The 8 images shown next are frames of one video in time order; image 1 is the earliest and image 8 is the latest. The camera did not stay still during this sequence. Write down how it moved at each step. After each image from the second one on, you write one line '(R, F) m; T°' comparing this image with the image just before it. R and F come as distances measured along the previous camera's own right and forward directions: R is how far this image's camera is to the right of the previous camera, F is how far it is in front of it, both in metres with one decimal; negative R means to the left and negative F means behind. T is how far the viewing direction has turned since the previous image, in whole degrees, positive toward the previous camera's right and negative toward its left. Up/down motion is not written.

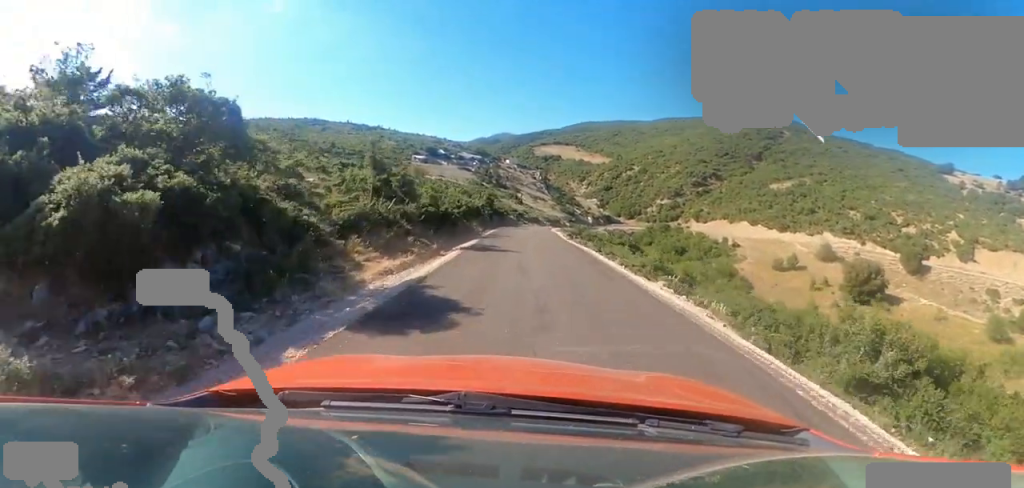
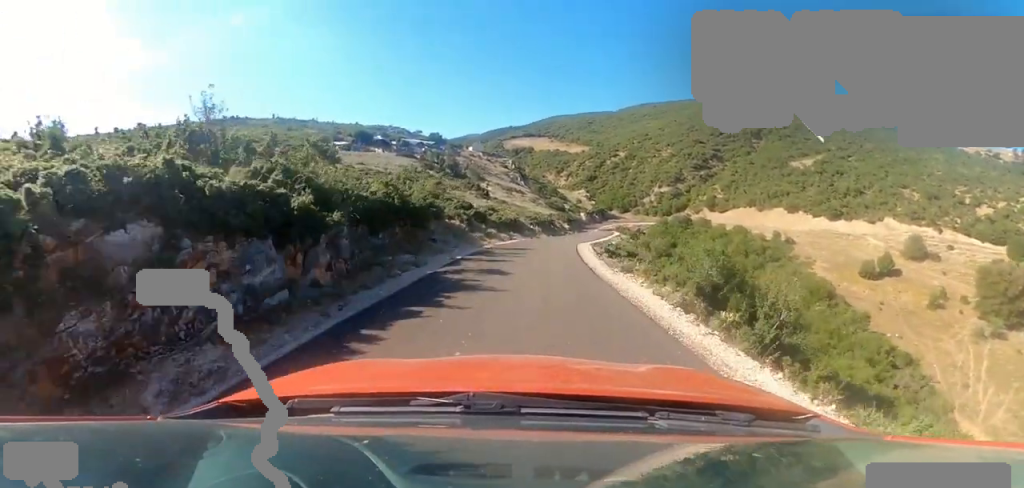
(-2.9, +32.0) m; -5°
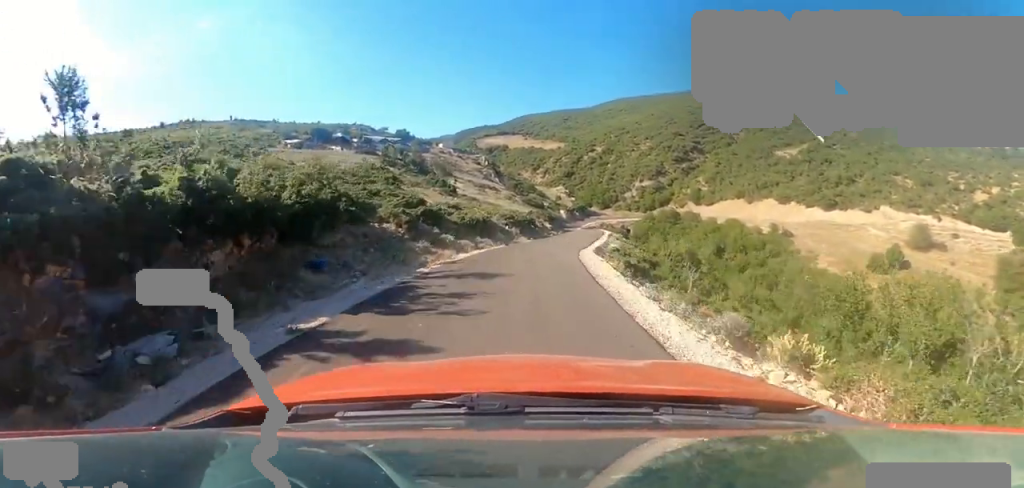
(+0.1, +7.3) m; +3°
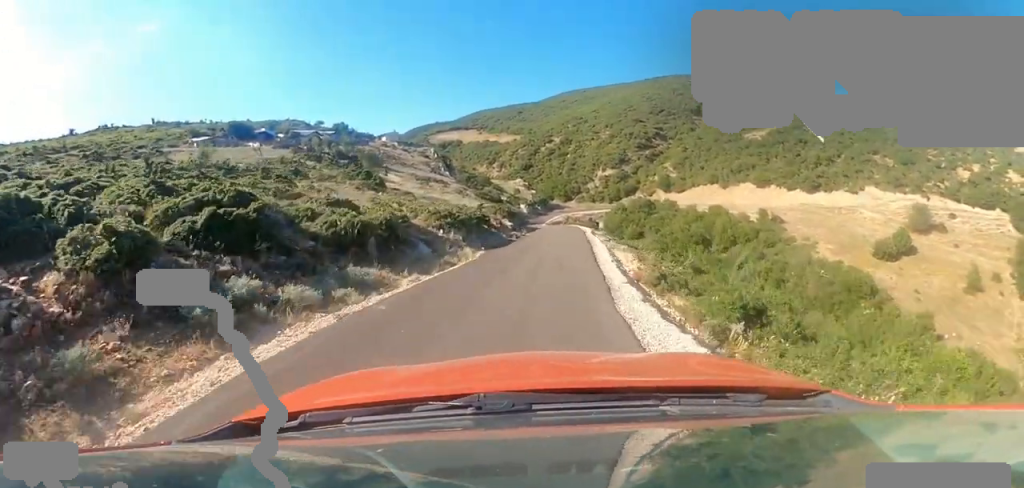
(+0.8, +10.6) m; +6°
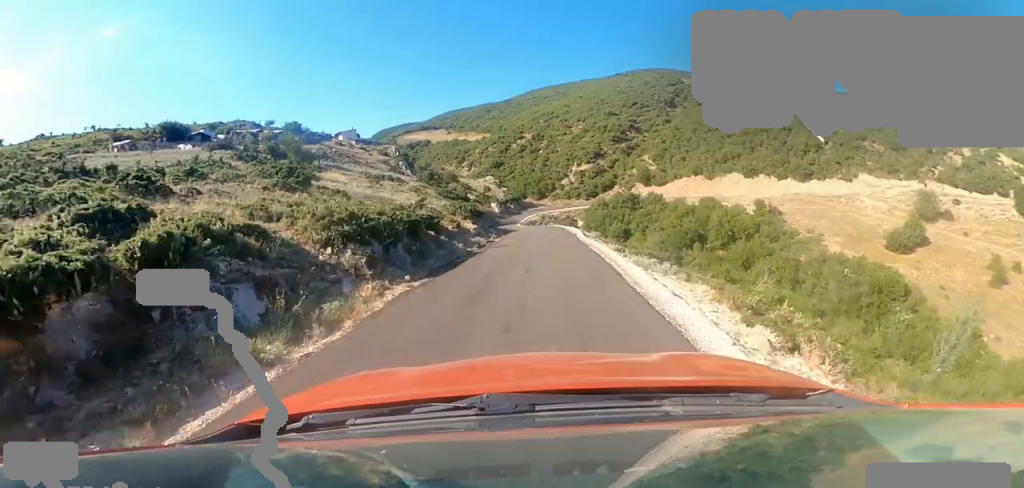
(-0.1, +7.7) m; +4°
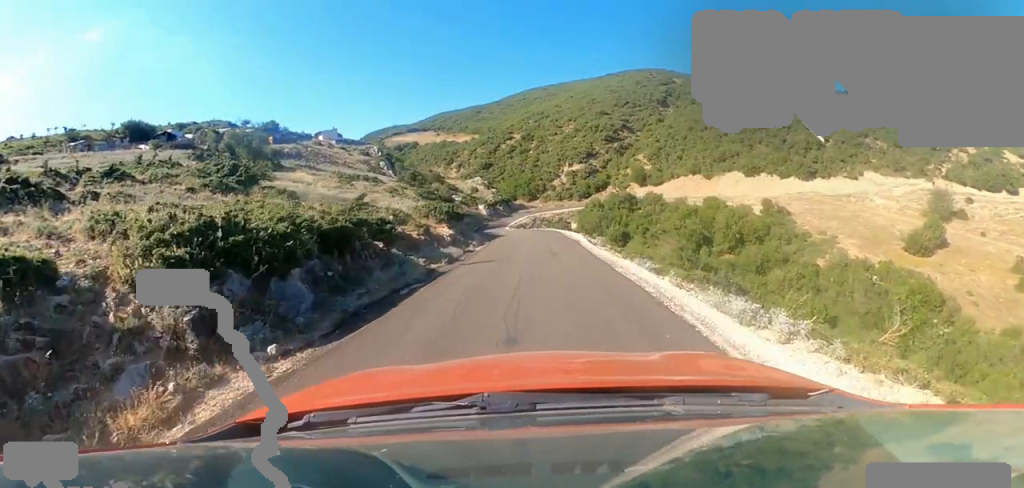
(+0.4, +4.9) m; +2°
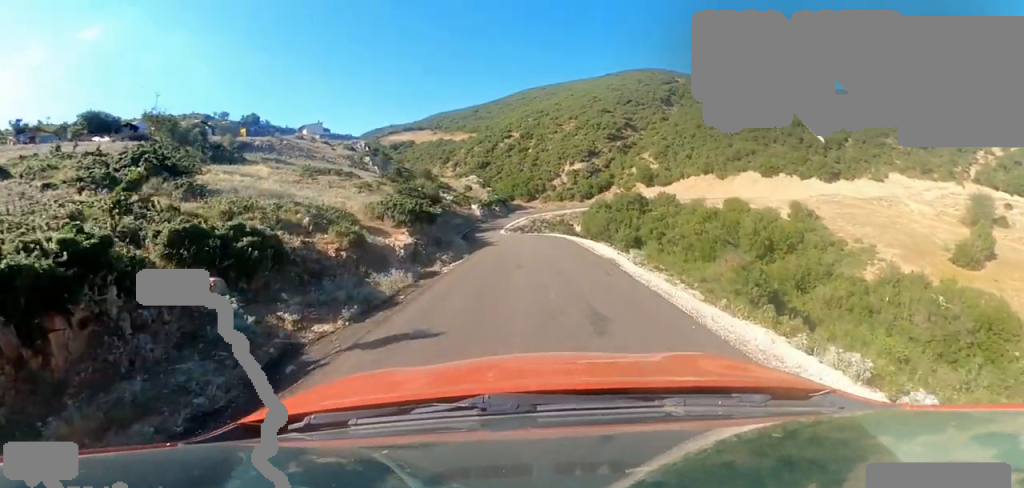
(+0.3, +6.7) m; +3°
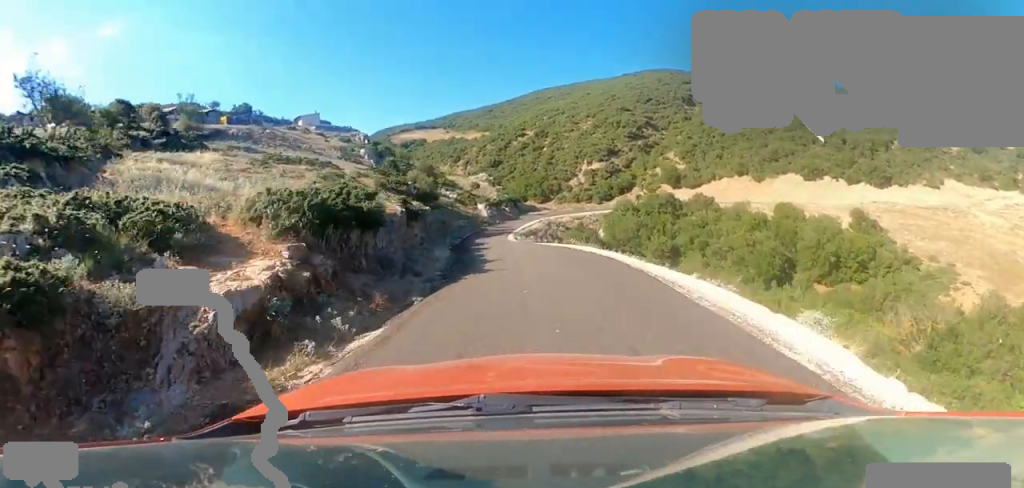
(0.0, +8.4) m; 0°
